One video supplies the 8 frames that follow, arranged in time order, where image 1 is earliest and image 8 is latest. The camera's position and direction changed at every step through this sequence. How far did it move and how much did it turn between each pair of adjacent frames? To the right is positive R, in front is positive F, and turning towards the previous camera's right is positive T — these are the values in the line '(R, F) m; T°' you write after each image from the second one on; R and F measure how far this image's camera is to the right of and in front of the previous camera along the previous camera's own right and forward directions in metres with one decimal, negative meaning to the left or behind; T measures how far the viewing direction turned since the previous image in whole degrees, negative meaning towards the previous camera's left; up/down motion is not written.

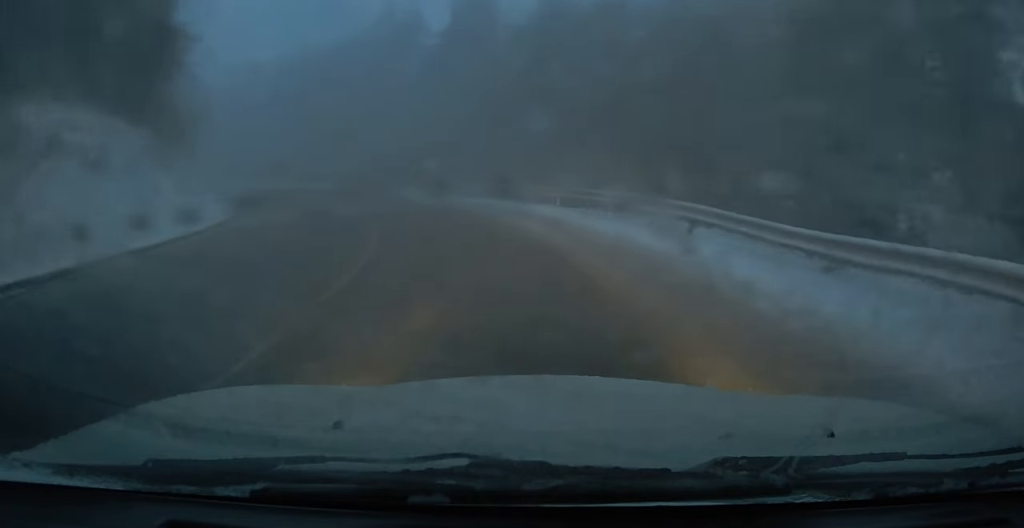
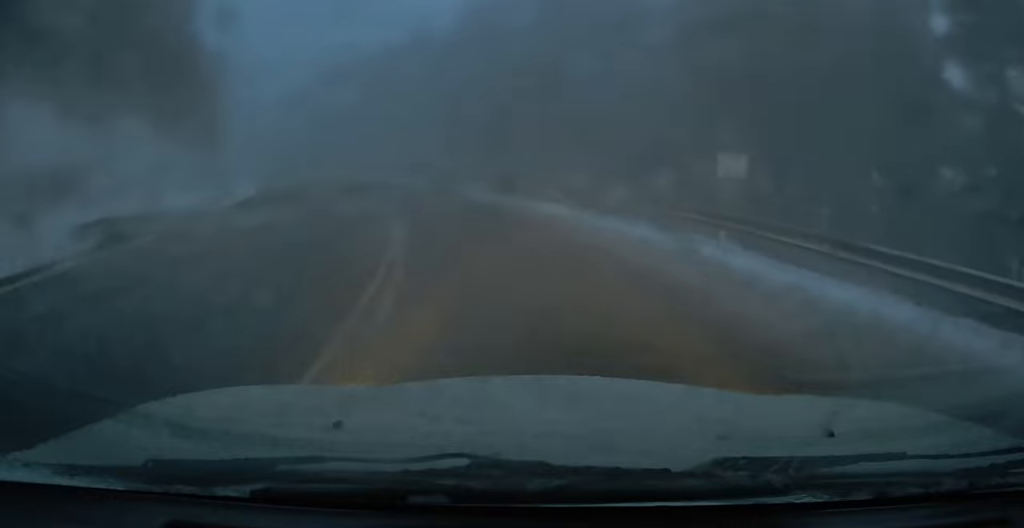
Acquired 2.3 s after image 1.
(-2.7, +19.8) m; -16°
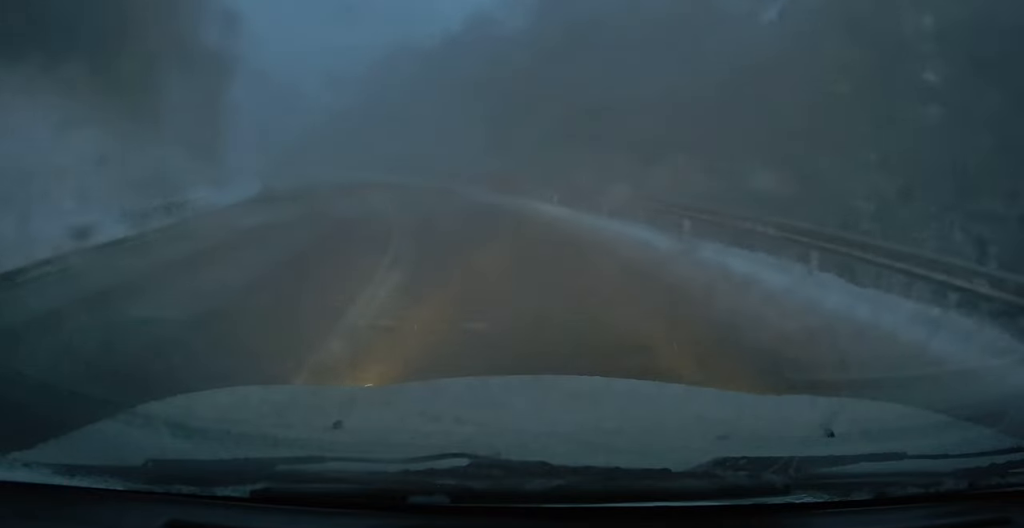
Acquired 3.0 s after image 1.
(-0.3, +6.3) m; -7°
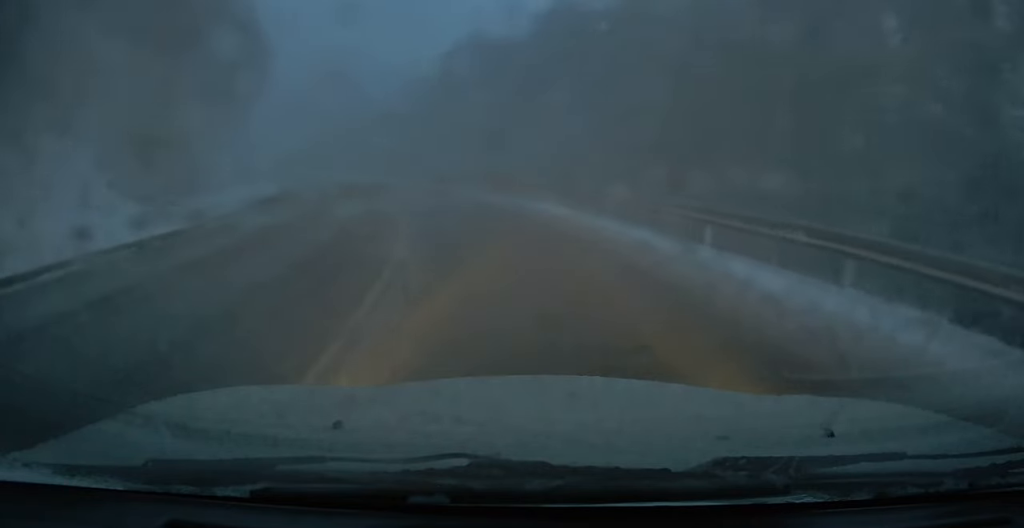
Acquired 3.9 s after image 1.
(-0.7, +7.6) m; -8°
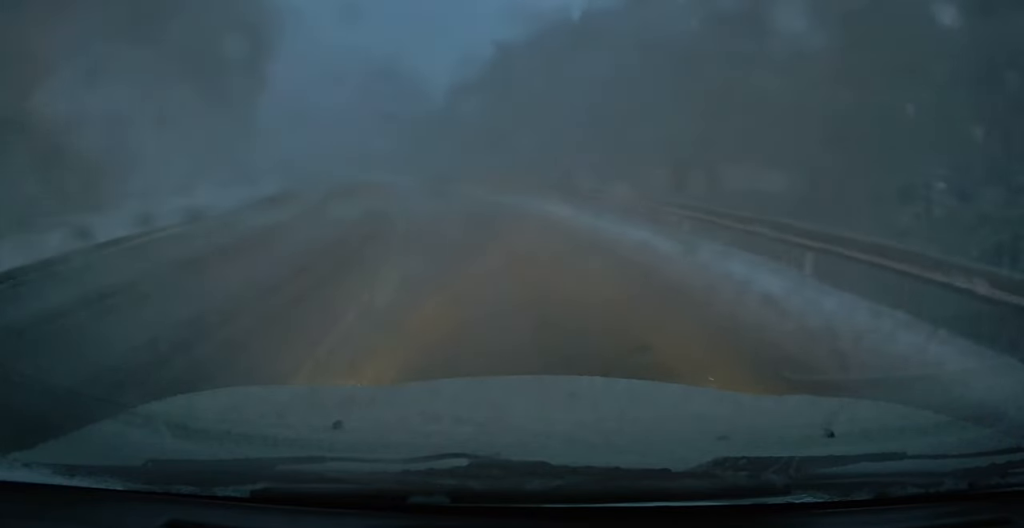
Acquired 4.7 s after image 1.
(-0.3, +5.8) m; -6°
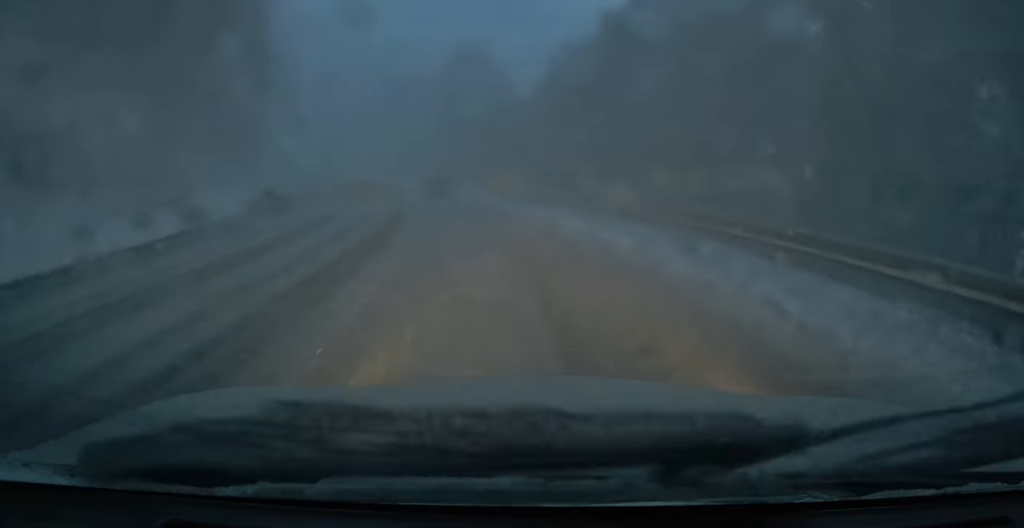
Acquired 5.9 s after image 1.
(-0.7, +9.3) m; -9°
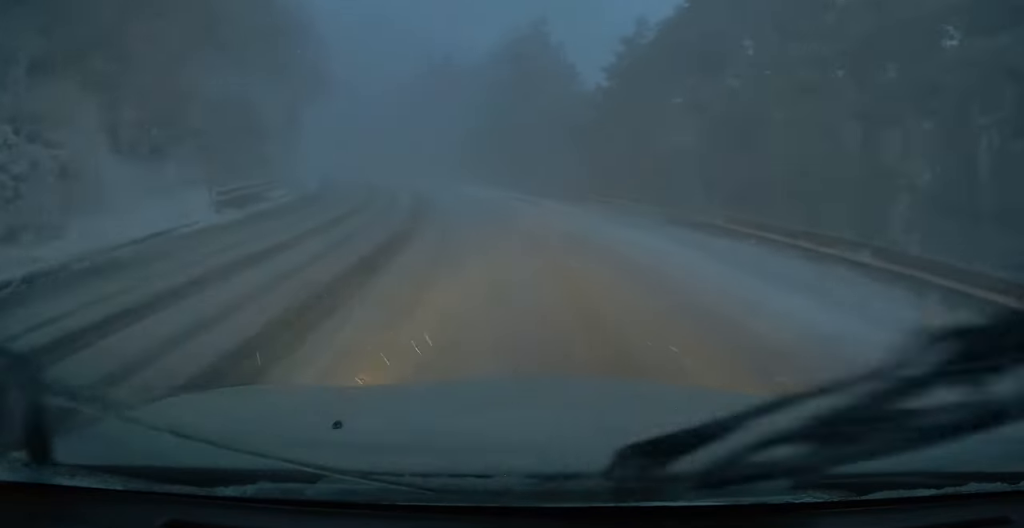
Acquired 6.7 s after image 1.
(-0.3, +6.3) m; -4°
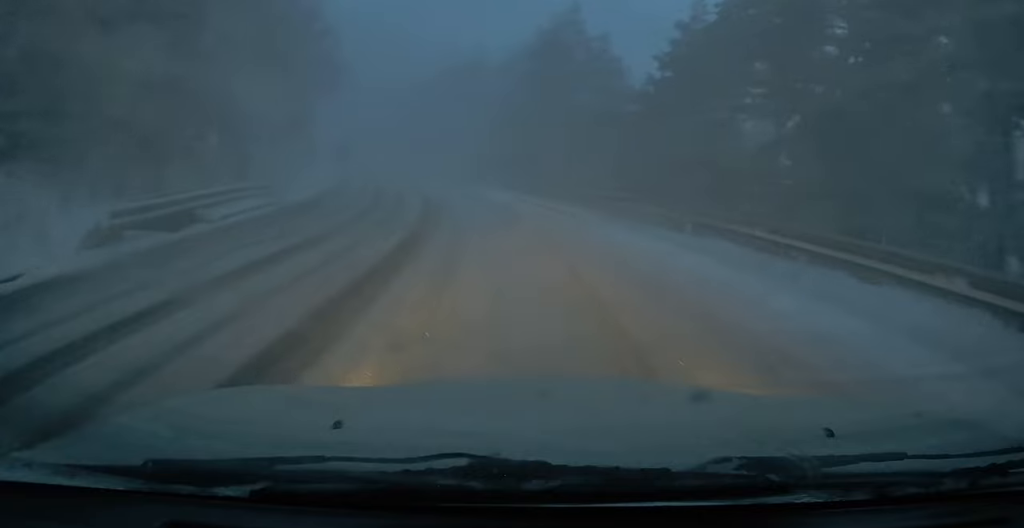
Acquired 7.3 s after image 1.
(-0.1, +5.5) m; -3°
